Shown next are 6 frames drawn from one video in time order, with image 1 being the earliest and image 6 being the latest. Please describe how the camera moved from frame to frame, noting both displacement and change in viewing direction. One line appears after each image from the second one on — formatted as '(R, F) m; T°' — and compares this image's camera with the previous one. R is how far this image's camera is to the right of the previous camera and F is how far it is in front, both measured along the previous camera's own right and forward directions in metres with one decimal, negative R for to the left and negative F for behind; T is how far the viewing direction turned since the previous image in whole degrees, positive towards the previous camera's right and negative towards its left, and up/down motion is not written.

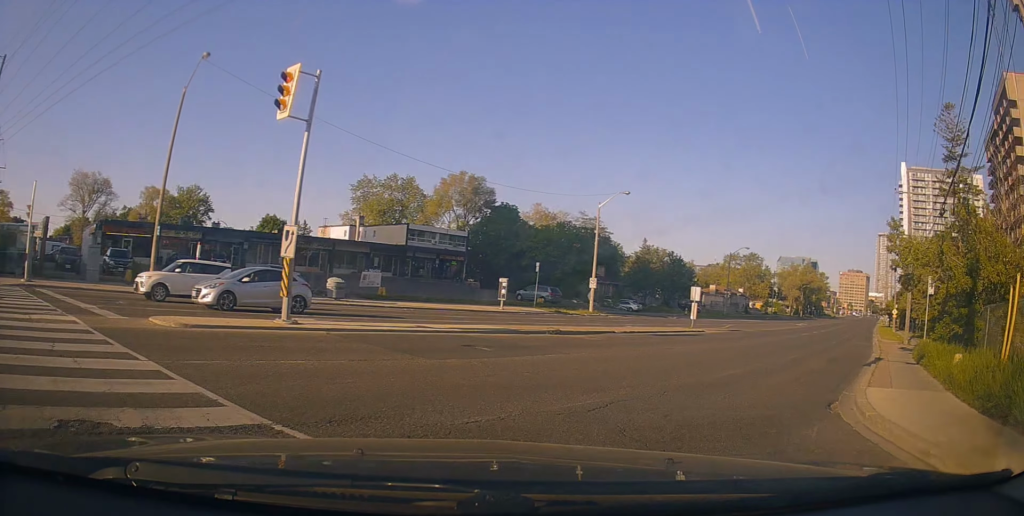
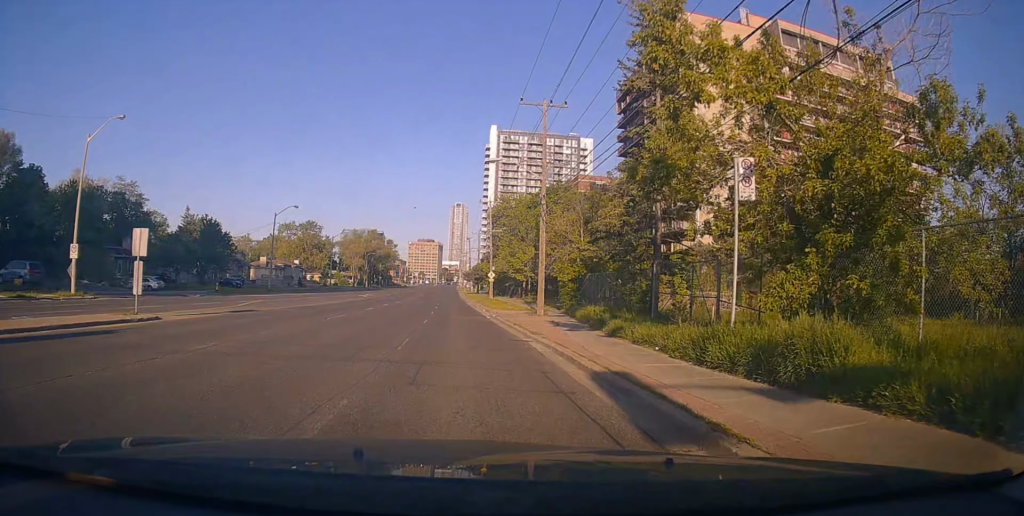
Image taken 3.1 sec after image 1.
(+7.3, +12.1) m; +43°
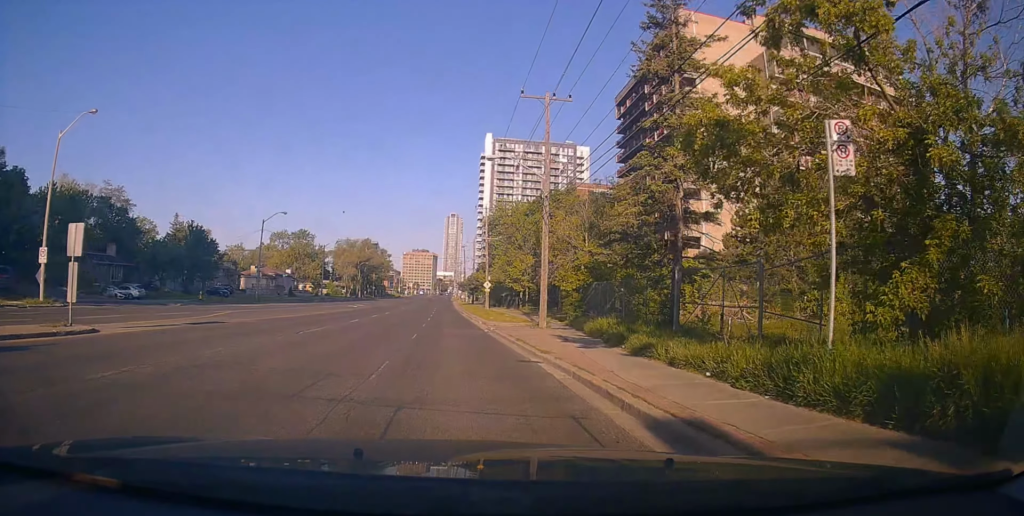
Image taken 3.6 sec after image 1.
(0.0, +2.9) m; +2°
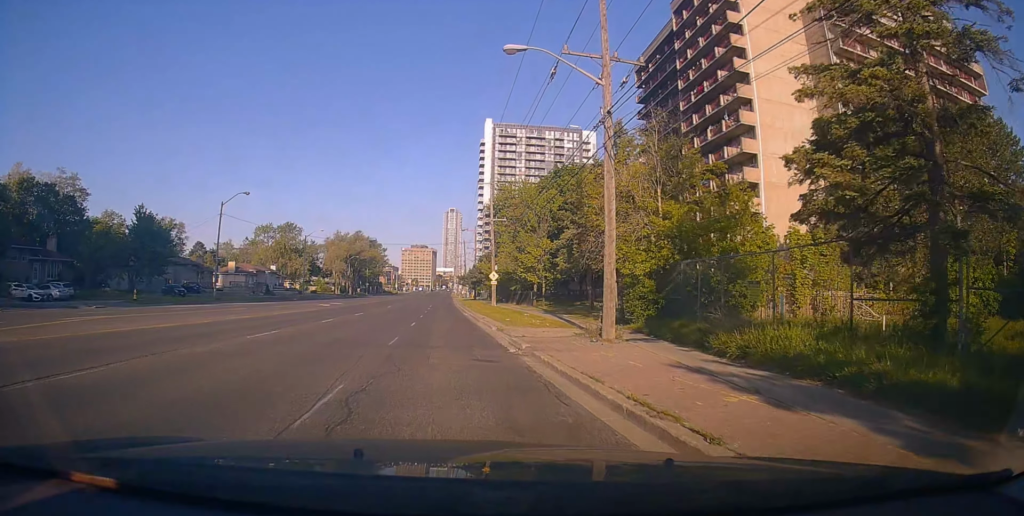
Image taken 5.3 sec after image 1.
(+1.0, +12.5) m; 0°
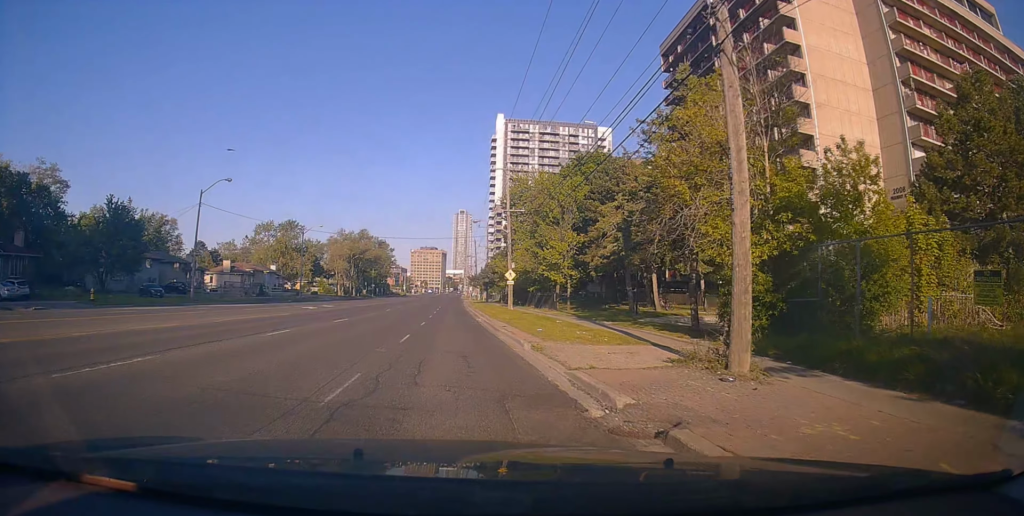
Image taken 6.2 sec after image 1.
(-0.9, +7.4) m; -2°
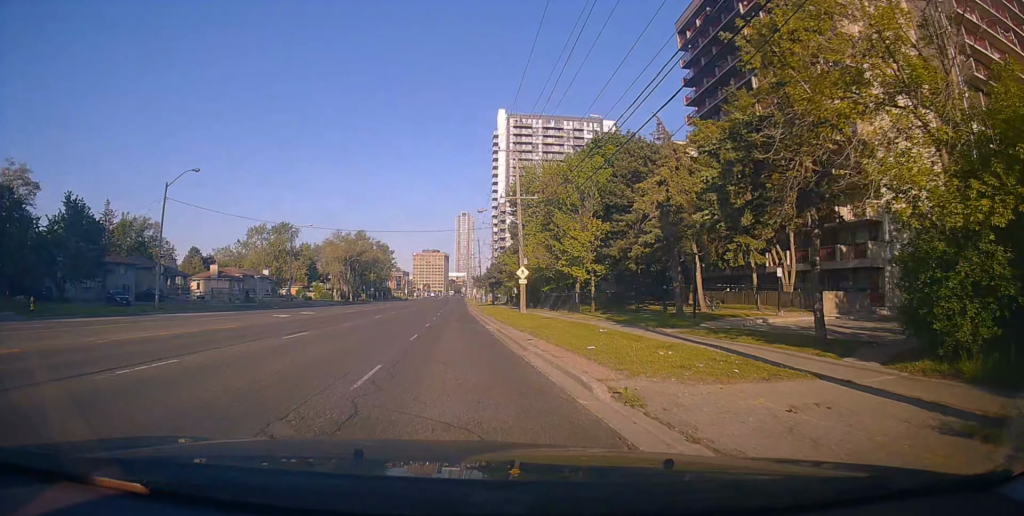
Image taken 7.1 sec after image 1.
(+0.5, +7.3) m; 0°
